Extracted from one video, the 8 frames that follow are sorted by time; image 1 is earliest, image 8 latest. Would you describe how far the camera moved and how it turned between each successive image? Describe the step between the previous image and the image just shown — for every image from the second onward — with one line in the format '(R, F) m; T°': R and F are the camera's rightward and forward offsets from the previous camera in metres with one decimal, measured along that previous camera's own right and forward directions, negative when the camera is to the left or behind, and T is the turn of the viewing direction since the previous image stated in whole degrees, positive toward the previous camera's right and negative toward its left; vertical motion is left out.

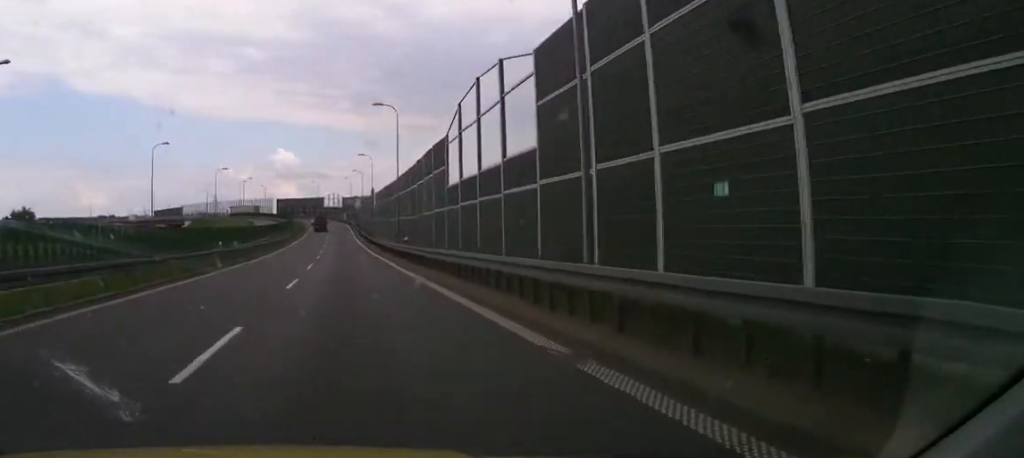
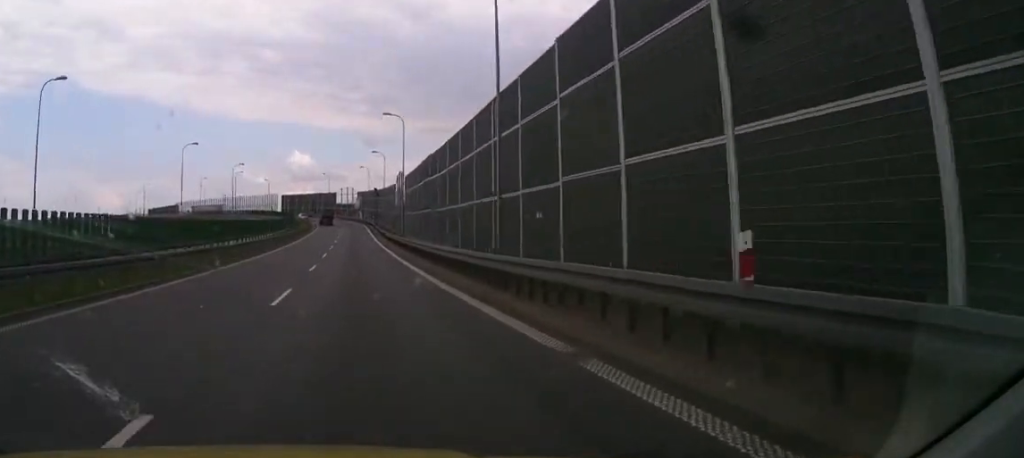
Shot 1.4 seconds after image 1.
(0.0, +28.7) m; +1°
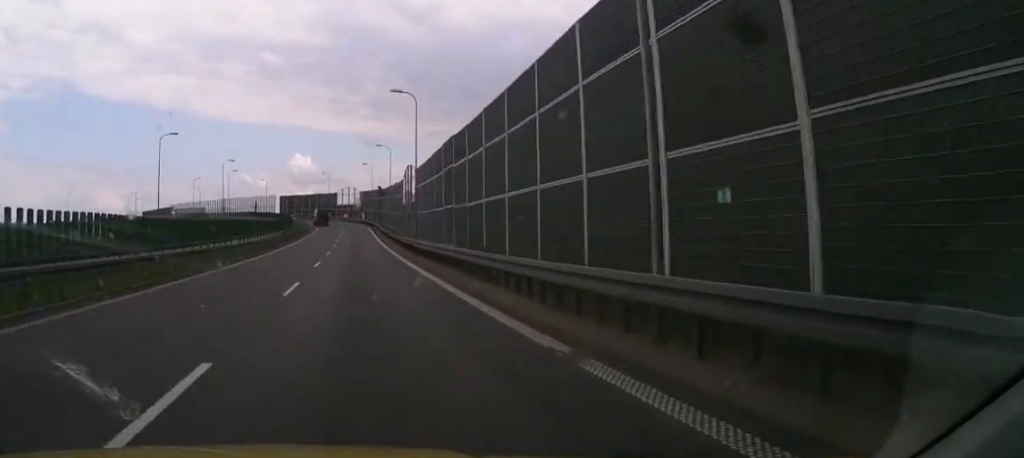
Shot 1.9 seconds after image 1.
(-0.1, +9.5) m; +1°
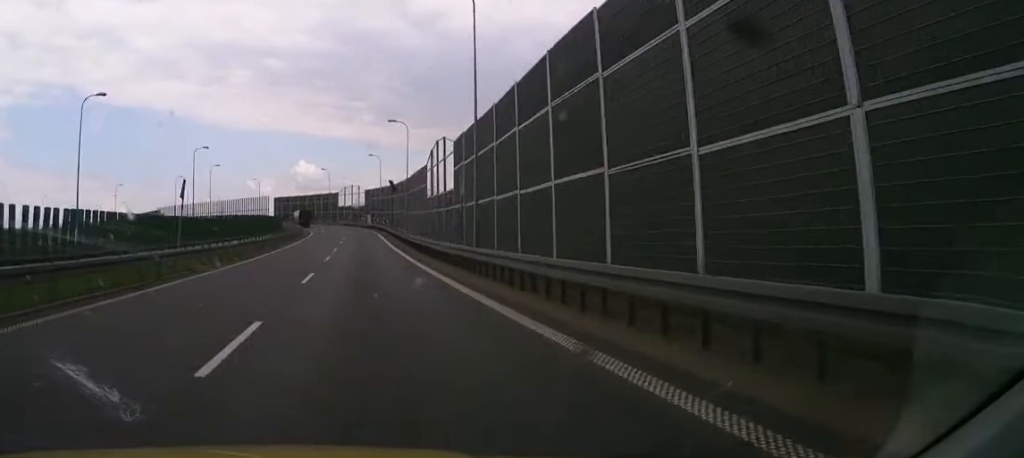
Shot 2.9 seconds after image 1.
(+0.7, +20.6) m; +3°
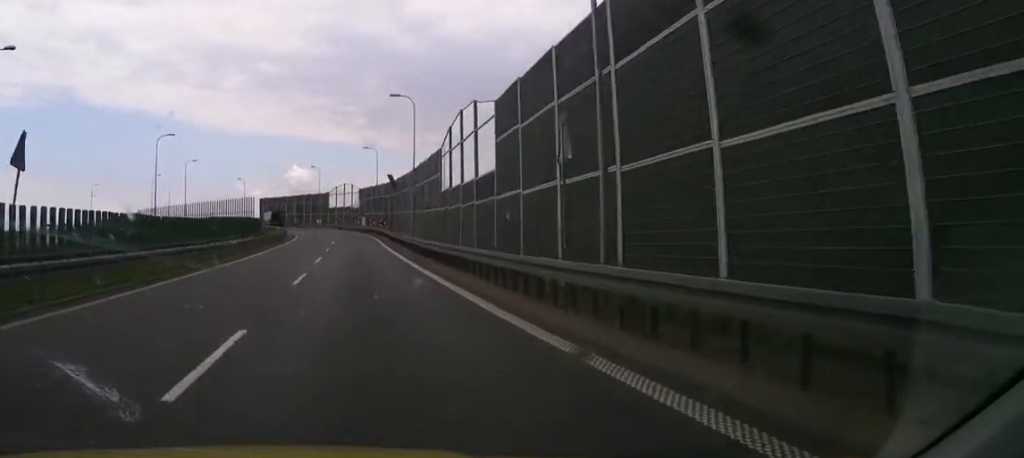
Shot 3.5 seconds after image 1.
(+0.1, +13.1) m; +1°
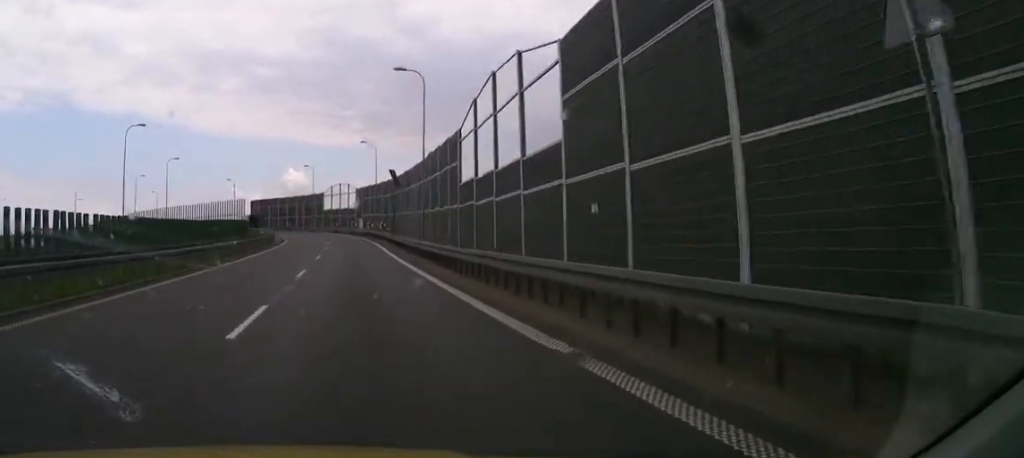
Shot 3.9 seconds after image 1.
(0.0, +8.9) m; 0°
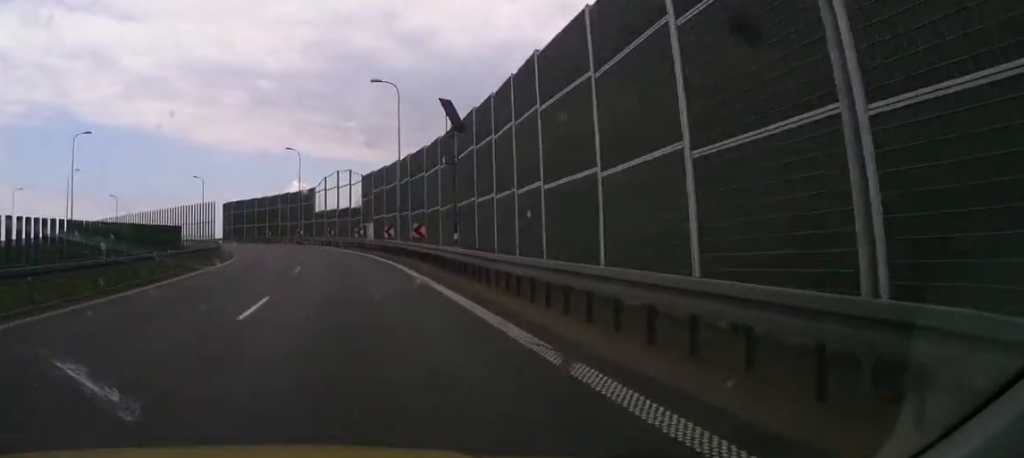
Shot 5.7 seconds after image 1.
(-0.4, +35.5) m; -1°
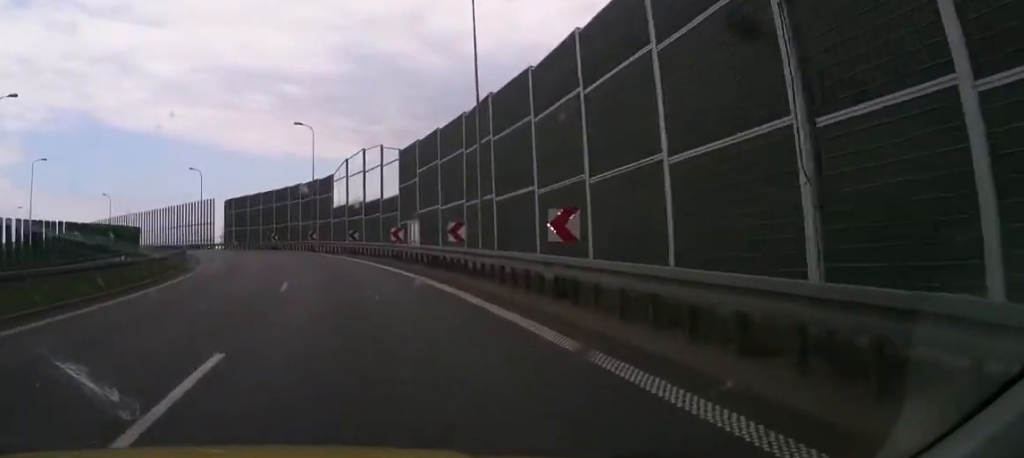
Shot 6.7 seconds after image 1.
(+0.1, +20.4) m; +1°
